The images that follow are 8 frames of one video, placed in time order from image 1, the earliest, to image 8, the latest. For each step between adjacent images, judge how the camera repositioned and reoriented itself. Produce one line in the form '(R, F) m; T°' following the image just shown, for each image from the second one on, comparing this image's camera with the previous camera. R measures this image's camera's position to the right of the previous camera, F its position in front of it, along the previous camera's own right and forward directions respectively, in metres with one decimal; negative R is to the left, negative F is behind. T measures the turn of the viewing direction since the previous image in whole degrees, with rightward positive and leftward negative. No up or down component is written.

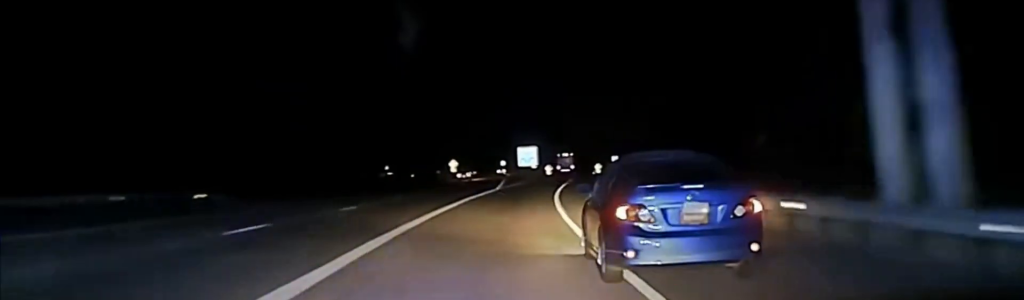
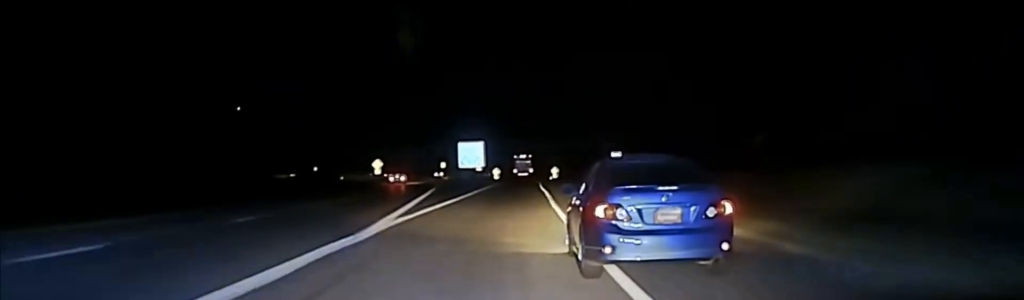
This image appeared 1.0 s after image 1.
(+2.0, +42.3) m; +5°
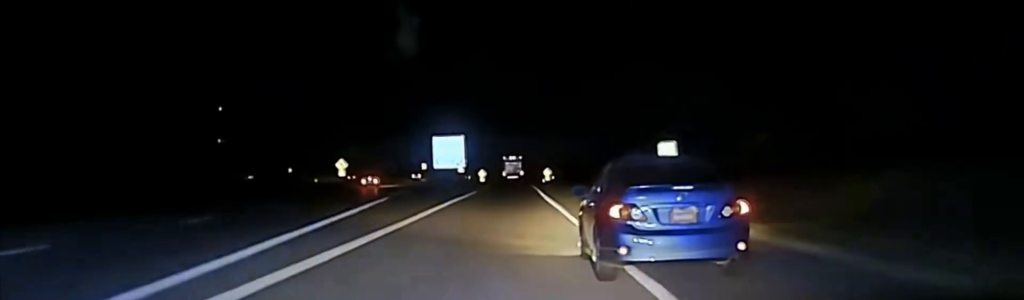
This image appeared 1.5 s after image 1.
(+0.8, +23.0) m; +1°
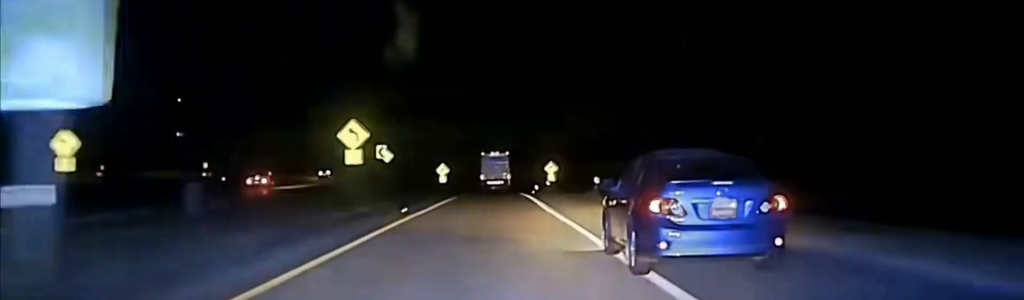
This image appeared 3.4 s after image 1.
(+1.8, +81.2) m; +2°
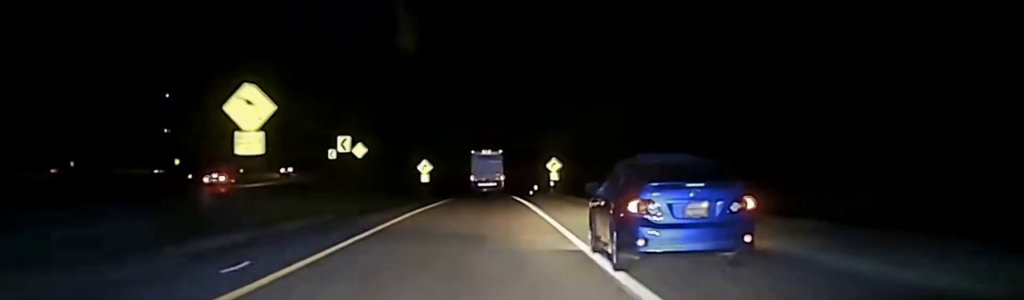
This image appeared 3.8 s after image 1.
(+0.3, +20.9) m; 0°
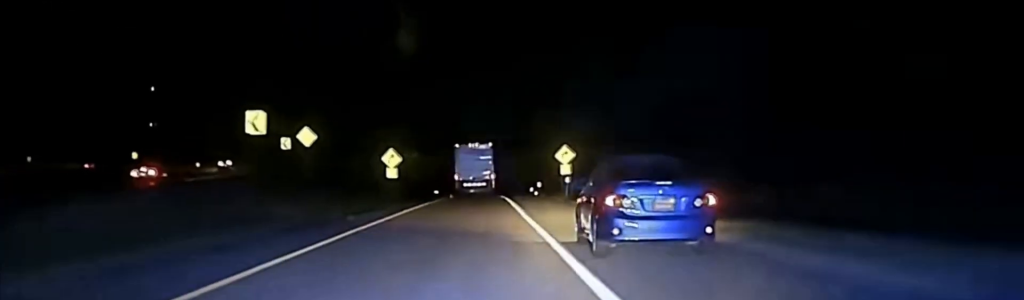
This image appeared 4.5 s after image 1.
(+0.2, +29.4) m; 0°
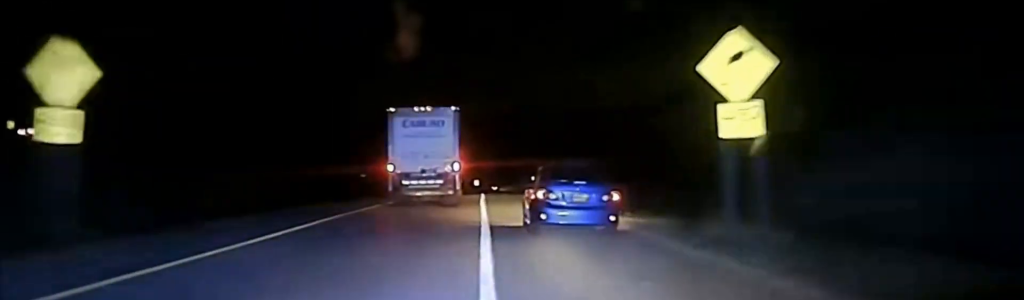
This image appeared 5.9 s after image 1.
(+0.4, +60.5) m; 0°
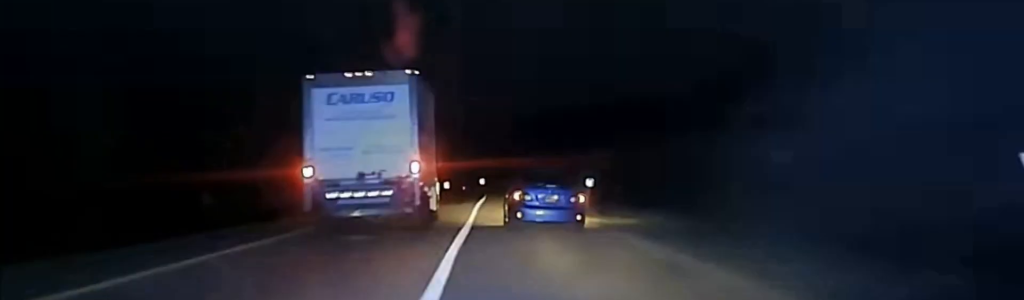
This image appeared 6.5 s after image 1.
(-0.2, +27.5) m; 0°
